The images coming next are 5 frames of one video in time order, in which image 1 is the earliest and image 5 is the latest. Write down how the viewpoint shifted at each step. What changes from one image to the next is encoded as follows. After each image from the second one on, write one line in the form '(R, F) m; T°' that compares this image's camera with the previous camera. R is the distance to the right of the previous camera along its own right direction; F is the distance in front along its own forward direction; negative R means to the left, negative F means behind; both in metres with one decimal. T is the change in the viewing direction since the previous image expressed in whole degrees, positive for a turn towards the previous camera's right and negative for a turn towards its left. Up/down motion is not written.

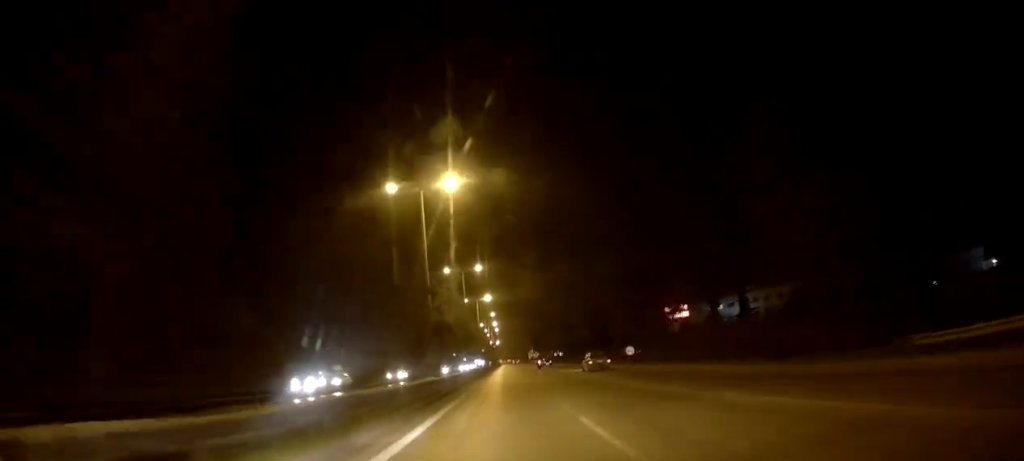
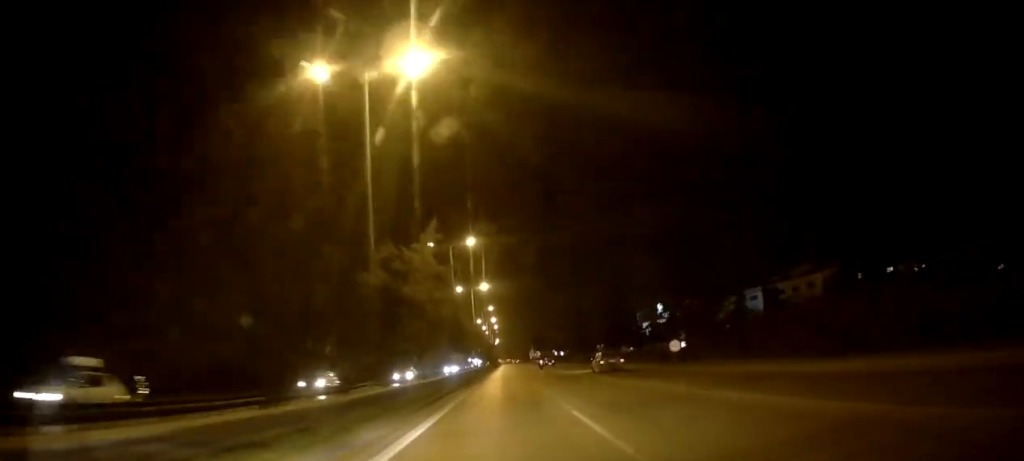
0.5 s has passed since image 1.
(+0.1, +16.5) m; 0°
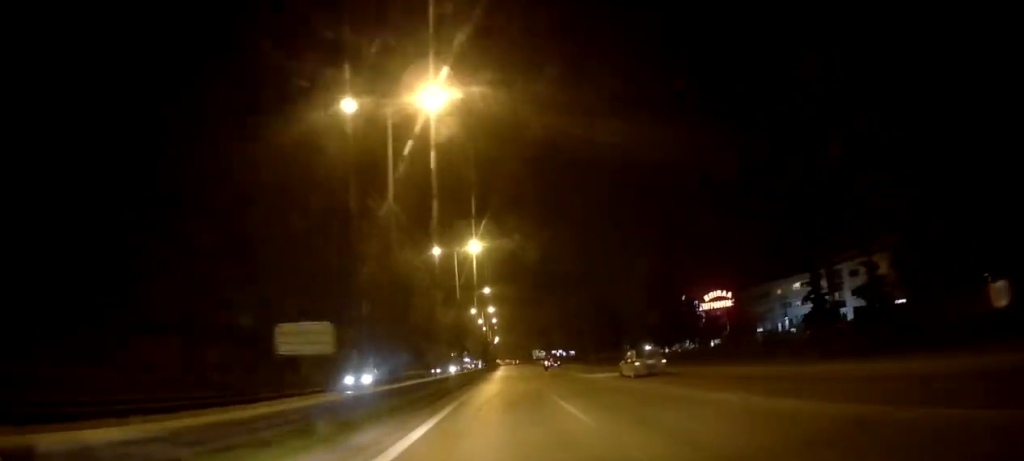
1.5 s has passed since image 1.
(+0.1, +32.1) m; 0°
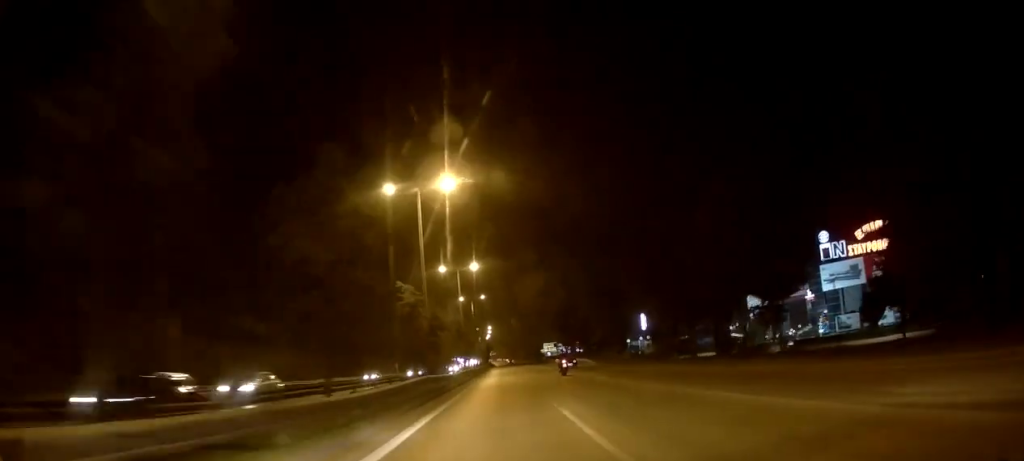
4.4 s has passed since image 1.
(+0.3, +93.8) m; +1°
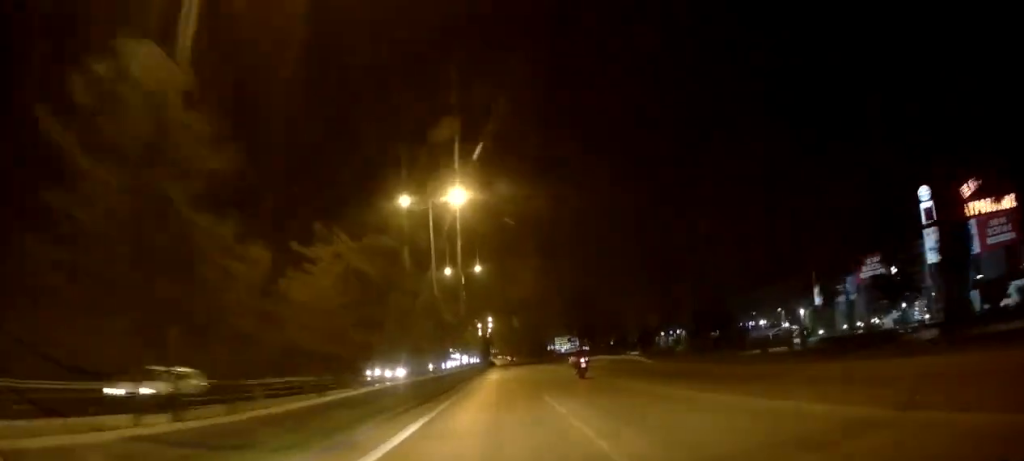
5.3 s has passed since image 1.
(-0.2, +30.3) m; 0°
